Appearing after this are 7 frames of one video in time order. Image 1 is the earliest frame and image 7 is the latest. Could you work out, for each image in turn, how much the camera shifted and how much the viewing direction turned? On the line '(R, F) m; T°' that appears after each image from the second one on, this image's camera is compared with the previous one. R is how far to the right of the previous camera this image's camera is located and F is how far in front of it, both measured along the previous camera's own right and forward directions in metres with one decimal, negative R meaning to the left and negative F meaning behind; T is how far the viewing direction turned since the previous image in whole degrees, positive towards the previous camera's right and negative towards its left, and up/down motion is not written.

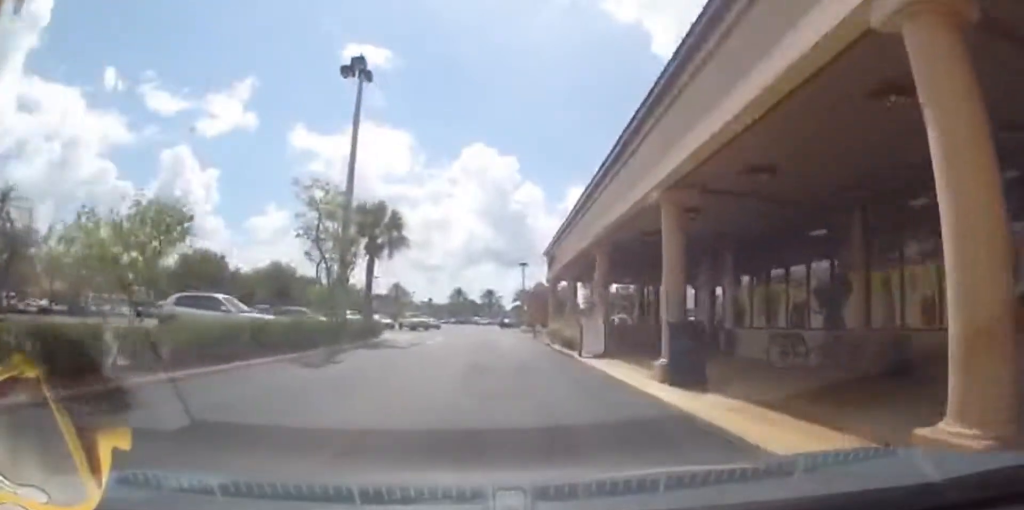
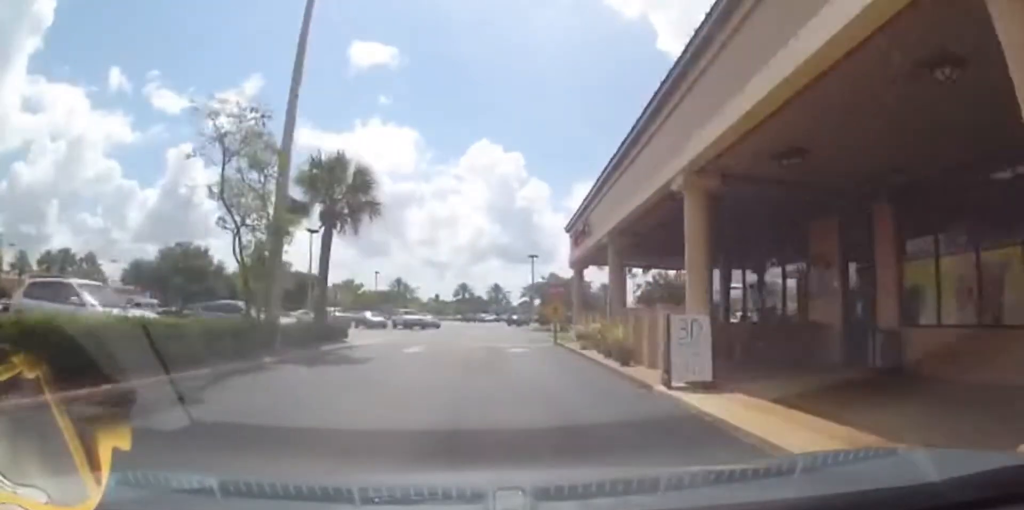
(0.0, +7.5) m; -1°
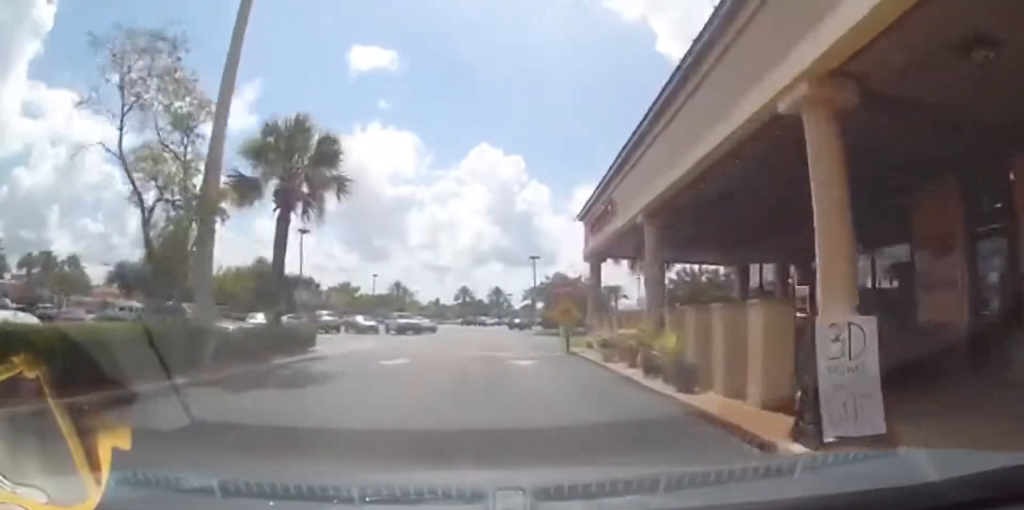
(0.0, +3.8) m; +1°
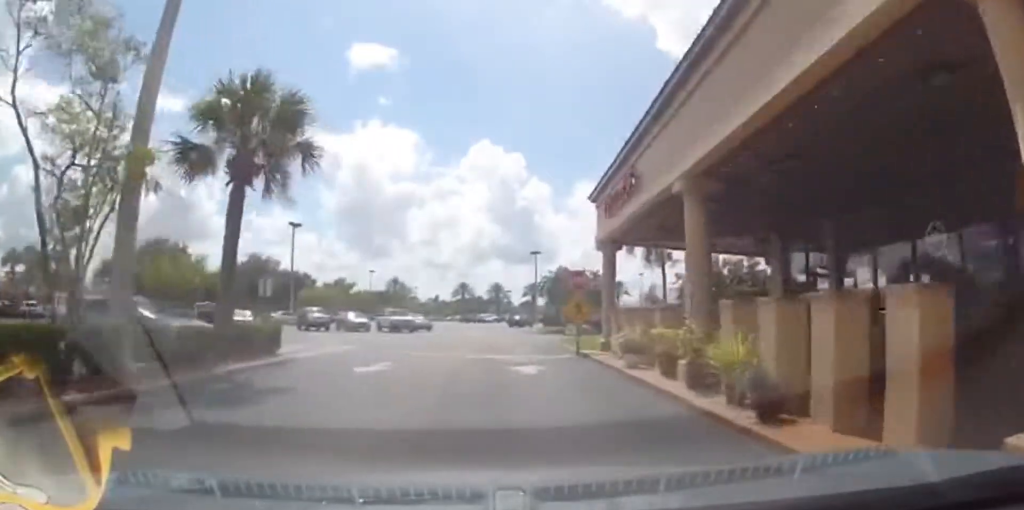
(-0.1, +2.7) m; +1°
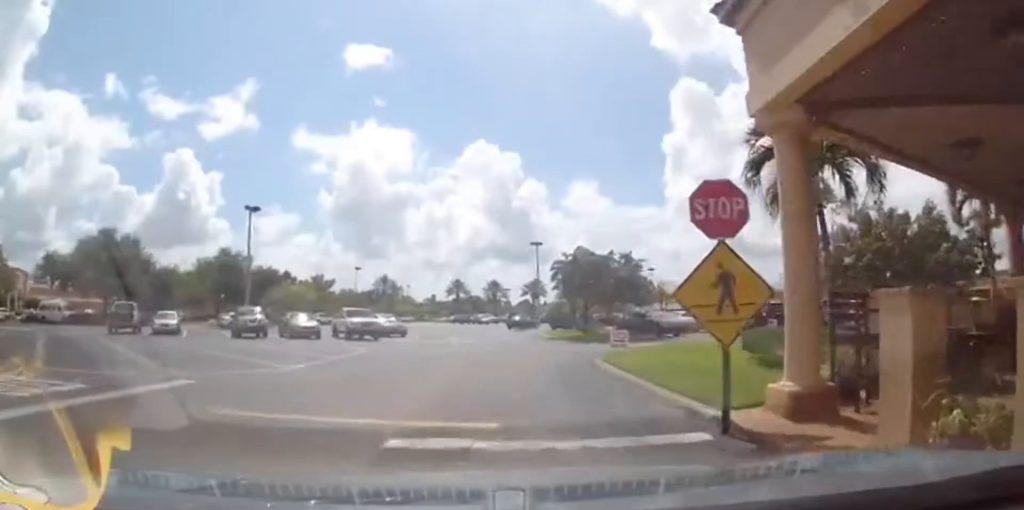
(-0.6, +11.3) m; -18°
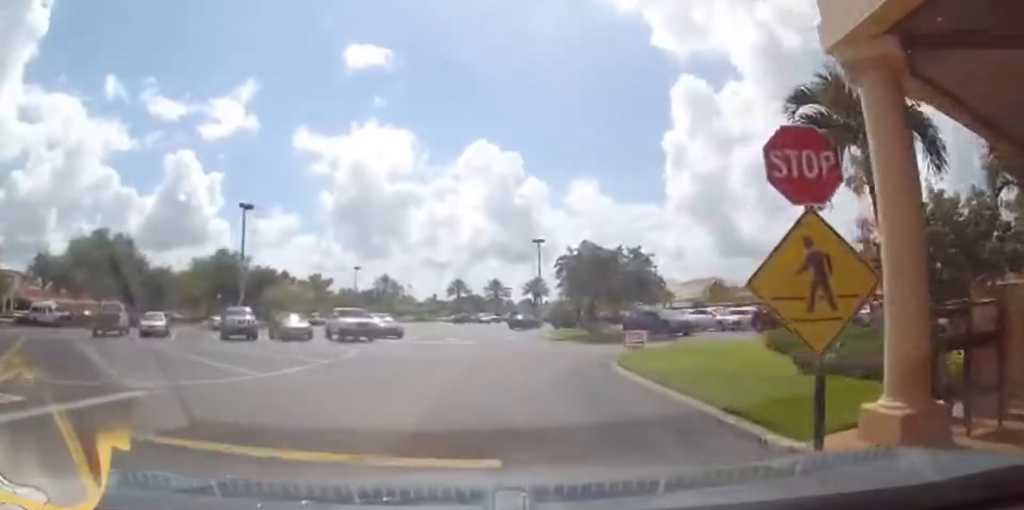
(-0.2, +1.7) m; -7°
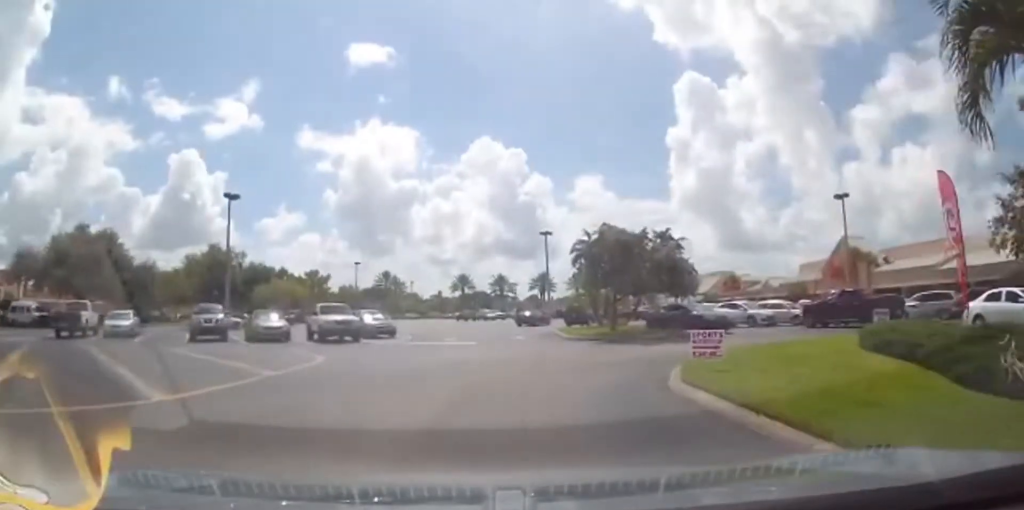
(-1.0, +4.7) m; -20°
